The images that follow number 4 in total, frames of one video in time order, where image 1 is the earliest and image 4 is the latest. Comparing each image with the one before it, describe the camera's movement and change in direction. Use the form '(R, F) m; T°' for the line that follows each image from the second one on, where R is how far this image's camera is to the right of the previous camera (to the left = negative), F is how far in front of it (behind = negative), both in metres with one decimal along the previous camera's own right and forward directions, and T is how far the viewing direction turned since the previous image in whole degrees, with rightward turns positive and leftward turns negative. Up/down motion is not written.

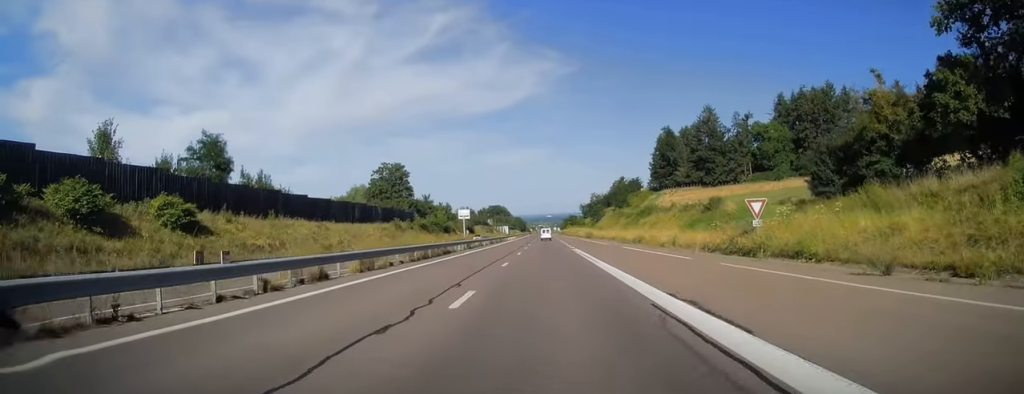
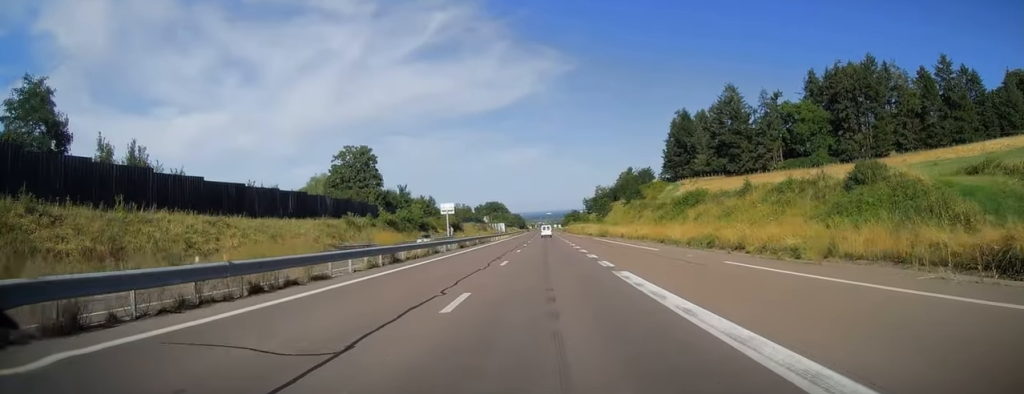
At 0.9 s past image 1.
(0.0, +26.8) m; 0°
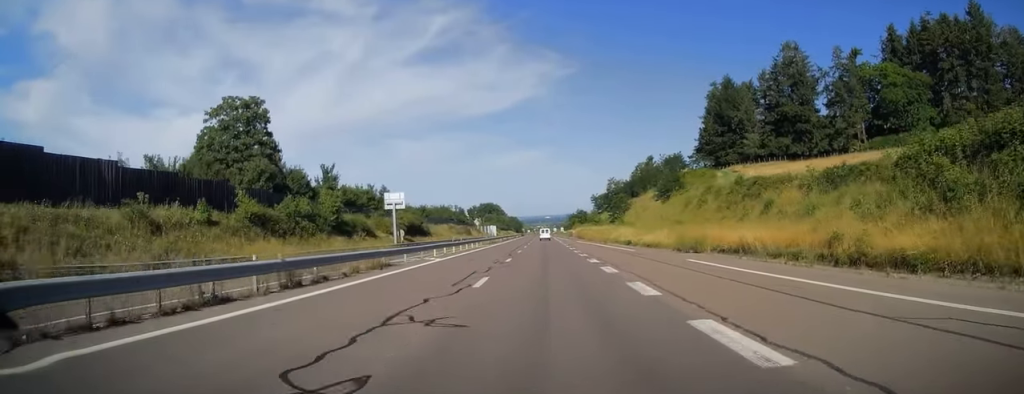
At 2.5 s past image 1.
(+0.5, +47.1) m; +1°
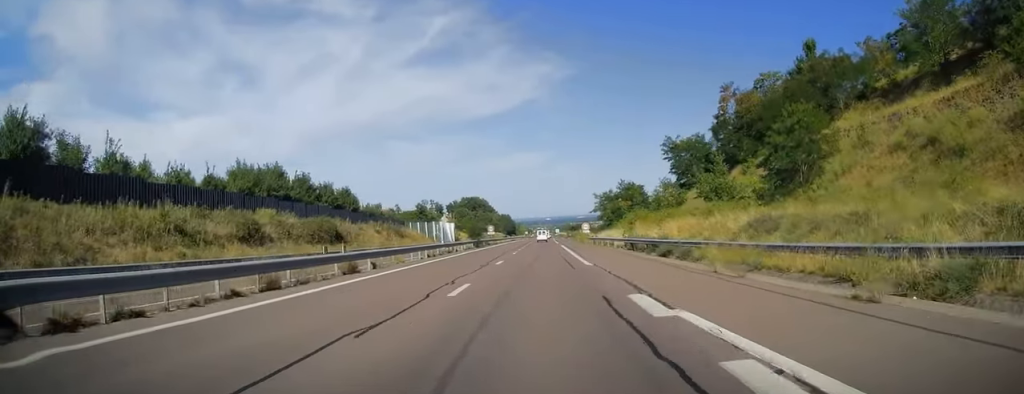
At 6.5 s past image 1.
(-1.5, +118.9) m; -1°
